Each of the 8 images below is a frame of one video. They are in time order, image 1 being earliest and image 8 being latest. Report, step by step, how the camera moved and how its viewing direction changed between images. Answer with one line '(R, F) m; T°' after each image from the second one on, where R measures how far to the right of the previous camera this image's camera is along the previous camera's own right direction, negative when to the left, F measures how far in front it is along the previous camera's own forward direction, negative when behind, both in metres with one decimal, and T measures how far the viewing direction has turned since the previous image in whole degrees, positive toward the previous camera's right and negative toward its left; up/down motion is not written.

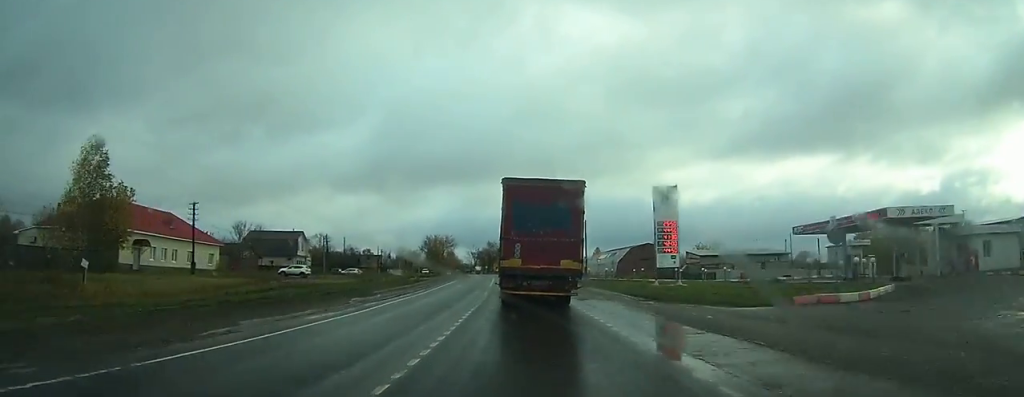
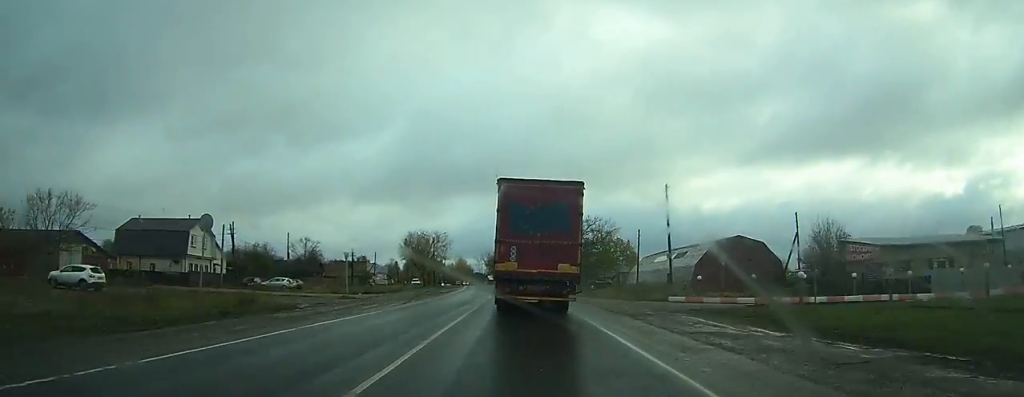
(-0.6, +43.6) m; -2°
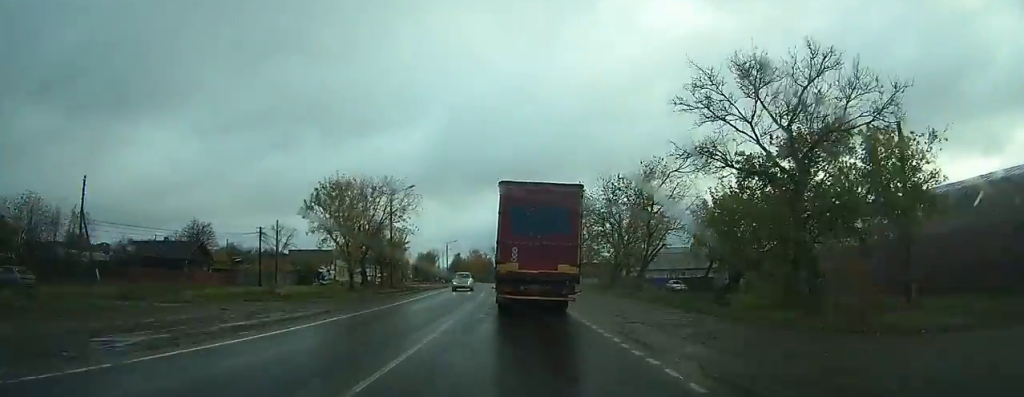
(-1.1, +54.4) m; -2°
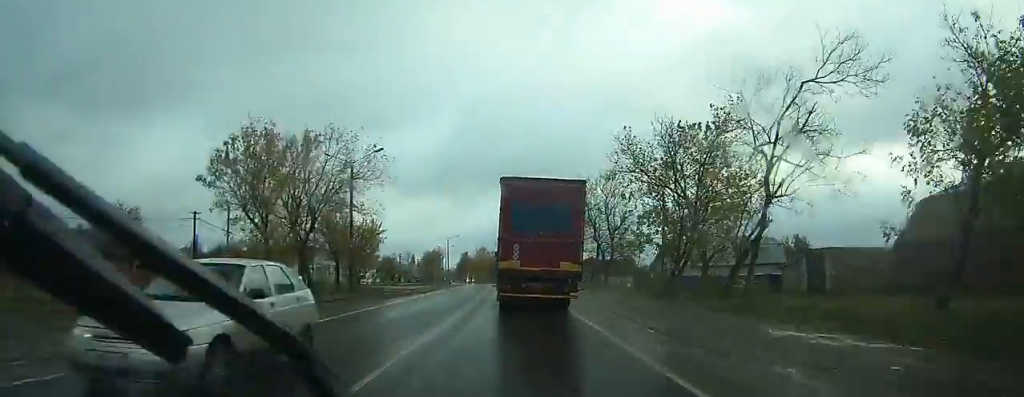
(-0.1, +16.9) m; -1°
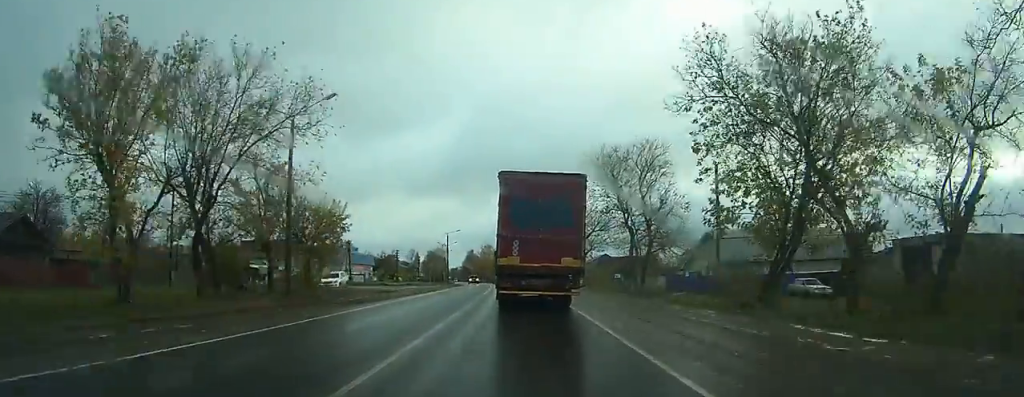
(0.0, +12.6) m; -1°
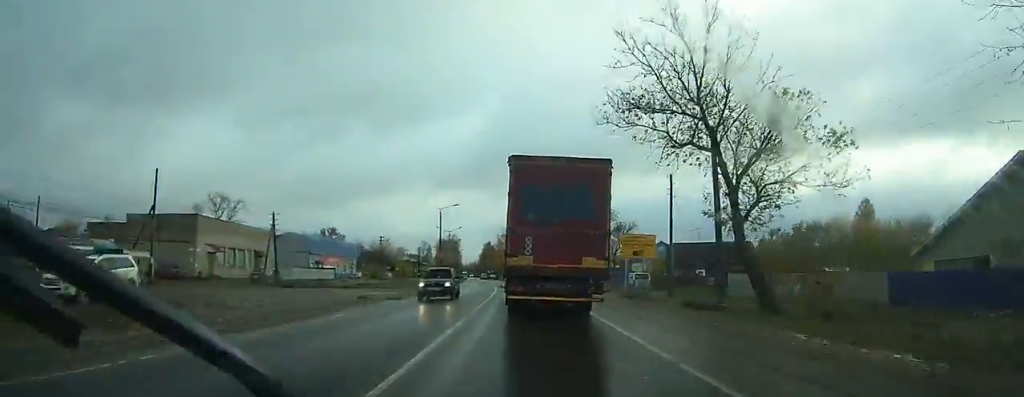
(-0.7, +35.3) m; -2°
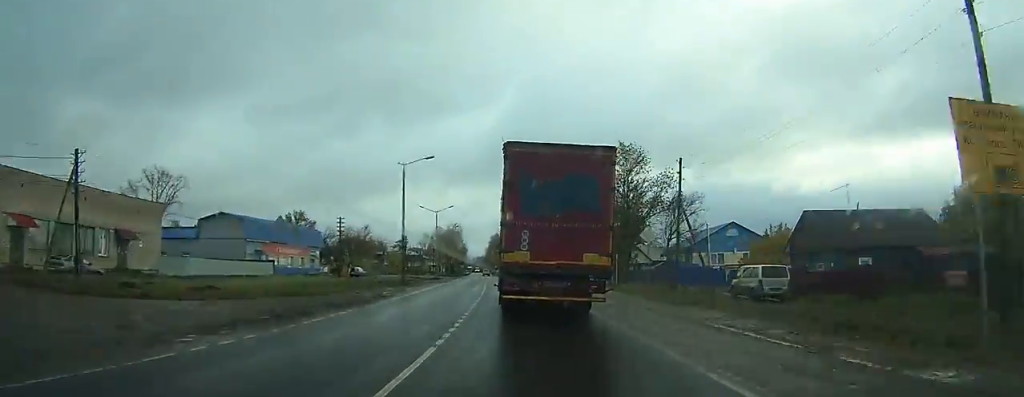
(-0.3, +29.9) m; -1°
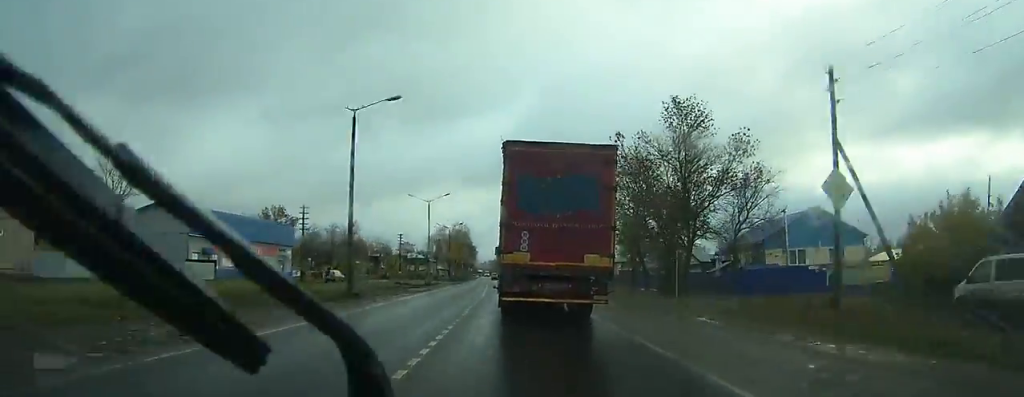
(-0.2, +18.0) m; -1°
